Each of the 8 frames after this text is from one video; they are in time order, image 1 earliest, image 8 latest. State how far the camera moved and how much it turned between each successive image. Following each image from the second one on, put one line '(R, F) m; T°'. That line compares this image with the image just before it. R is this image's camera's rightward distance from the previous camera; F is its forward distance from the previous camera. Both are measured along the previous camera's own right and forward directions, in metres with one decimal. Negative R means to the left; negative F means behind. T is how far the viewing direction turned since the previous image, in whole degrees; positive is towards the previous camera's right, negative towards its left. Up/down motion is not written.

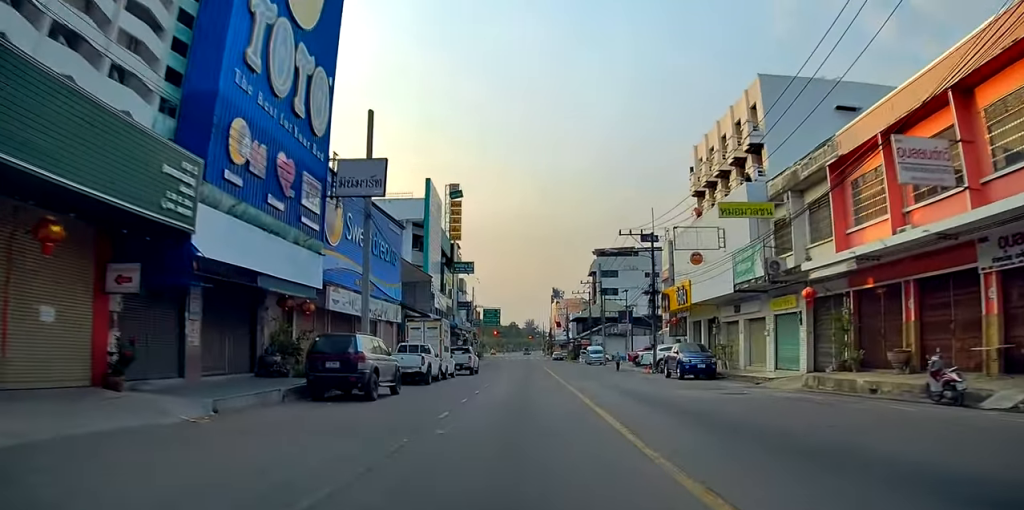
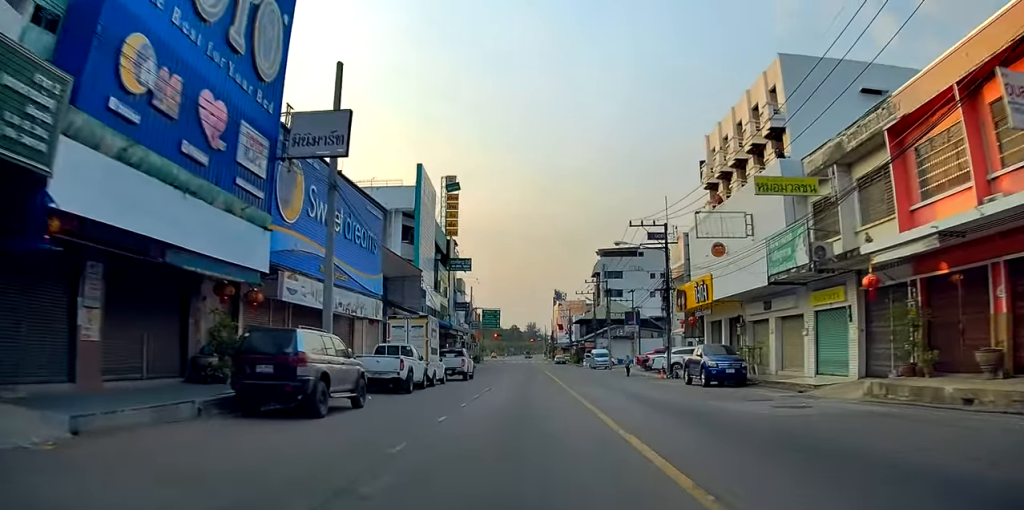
(0.0, +4.4) m; 0°
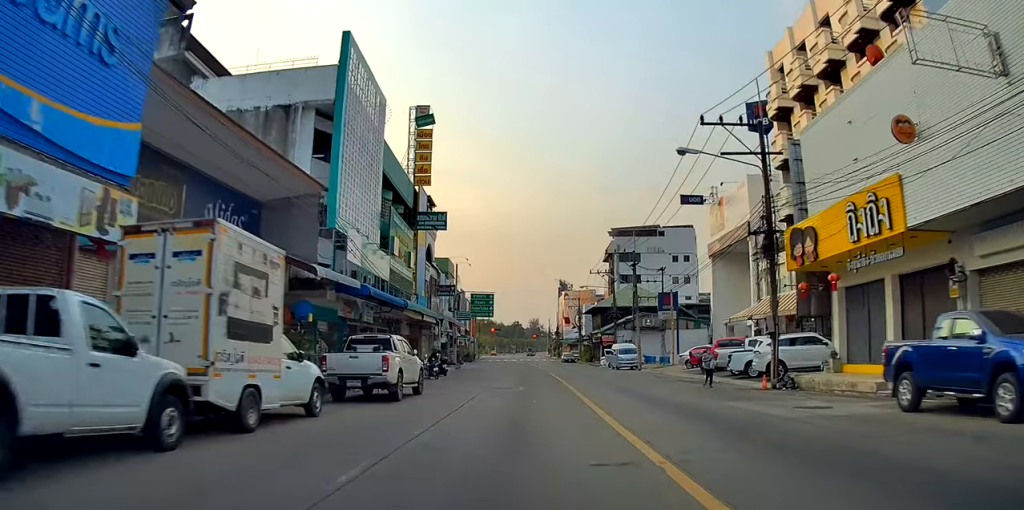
(+0.1, +18.5) m; -4°
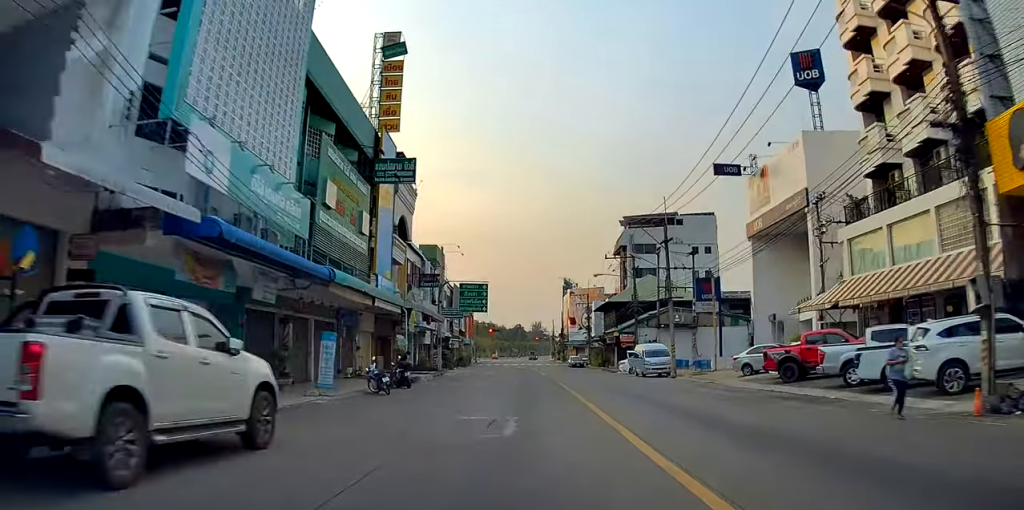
(-0.8, +12.3) m; 0°
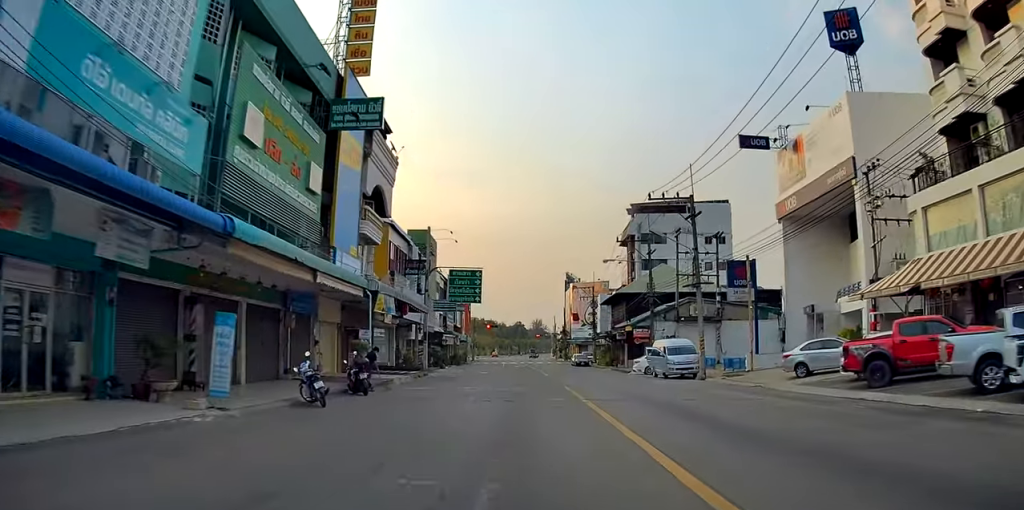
(+0.6, +7.4) m; 0°
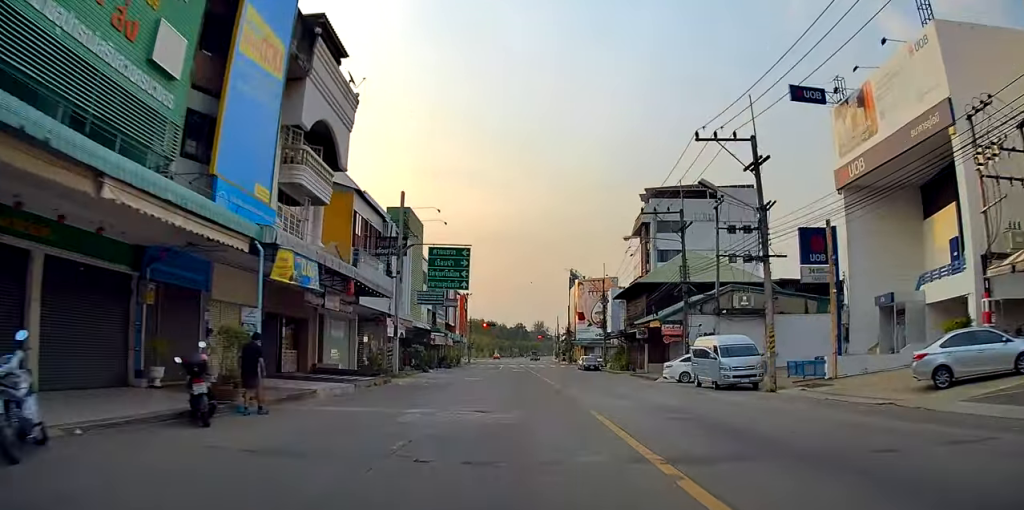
(-0.5, +10.1) m; 0°
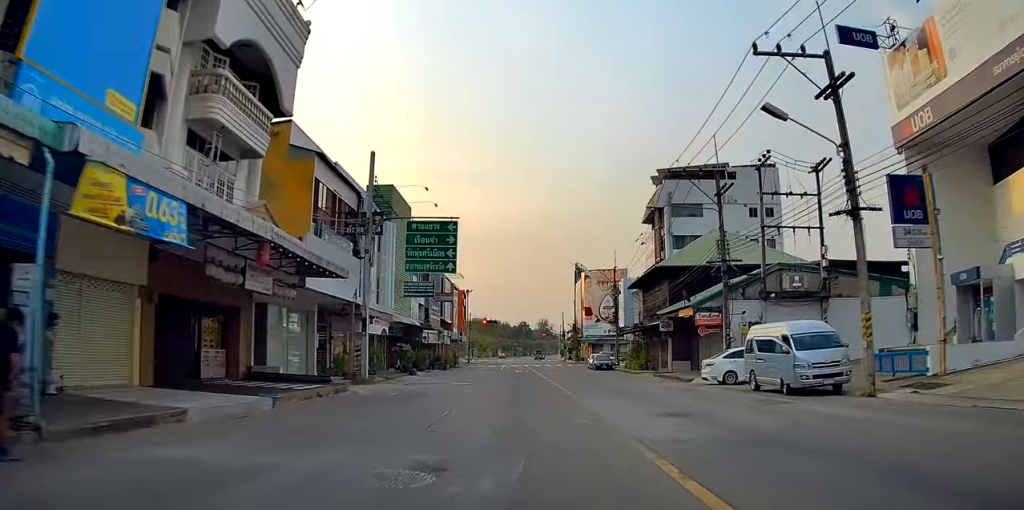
(+0.2, +7.6) m; 0°
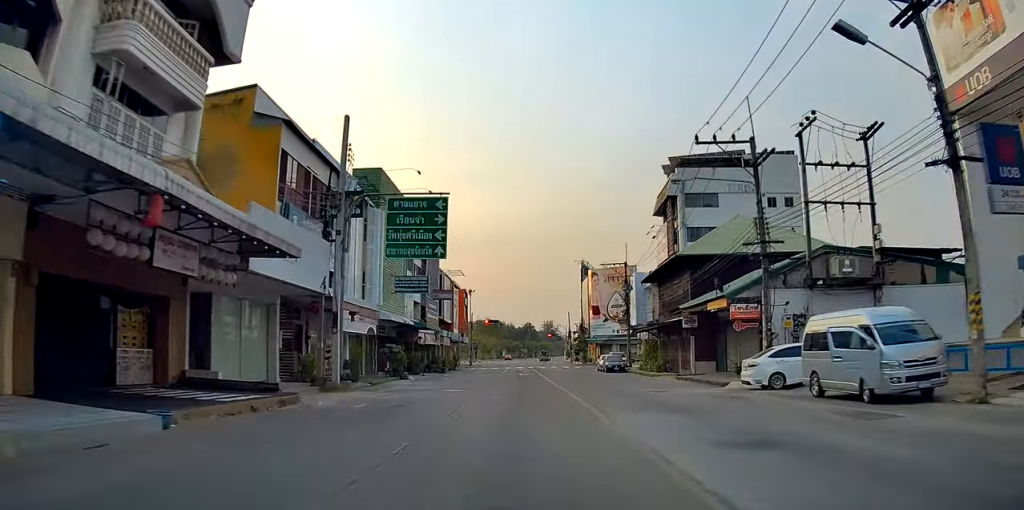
(+0.4, +4.9) m; 0°
